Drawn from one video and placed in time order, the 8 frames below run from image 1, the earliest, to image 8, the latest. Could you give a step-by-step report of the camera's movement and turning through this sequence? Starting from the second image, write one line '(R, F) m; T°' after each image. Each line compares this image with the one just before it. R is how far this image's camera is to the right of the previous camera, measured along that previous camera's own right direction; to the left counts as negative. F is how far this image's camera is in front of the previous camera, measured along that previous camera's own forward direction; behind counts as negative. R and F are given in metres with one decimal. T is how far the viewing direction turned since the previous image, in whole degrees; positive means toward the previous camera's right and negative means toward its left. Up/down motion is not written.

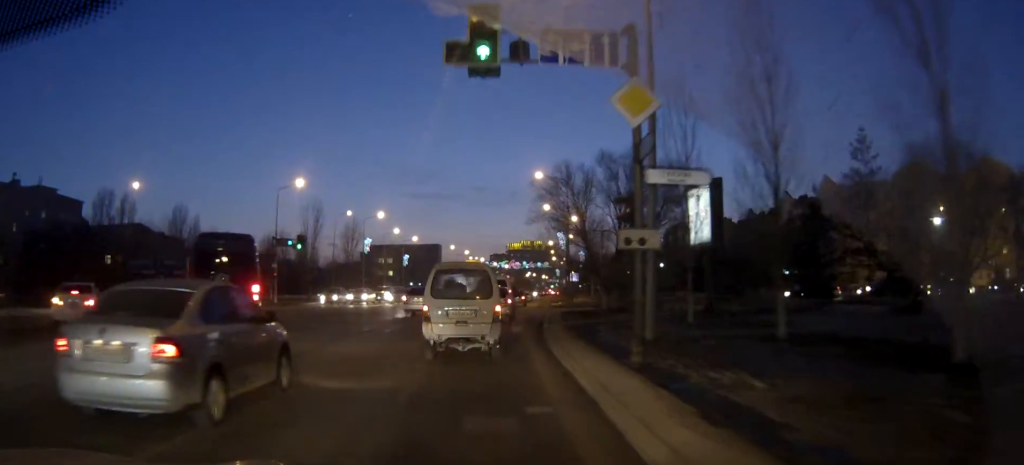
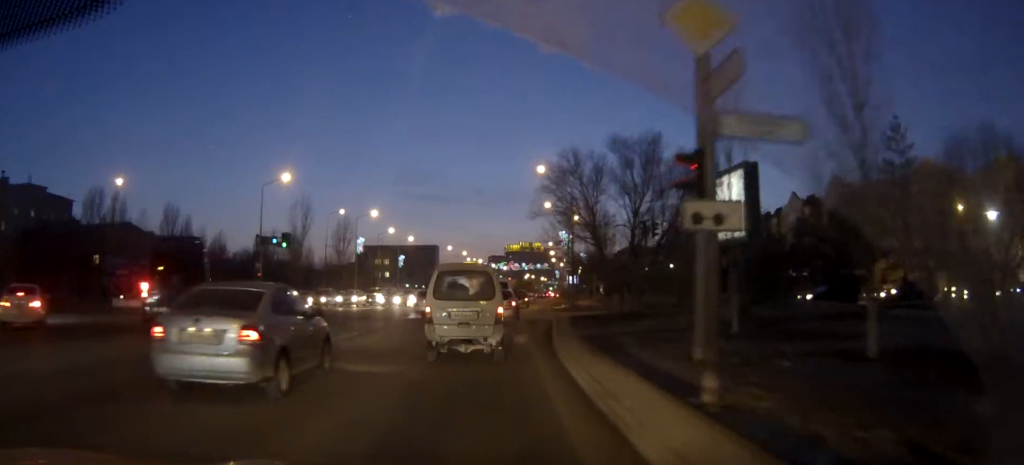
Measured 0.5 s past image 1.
(0.0, +4.7) m; 0°
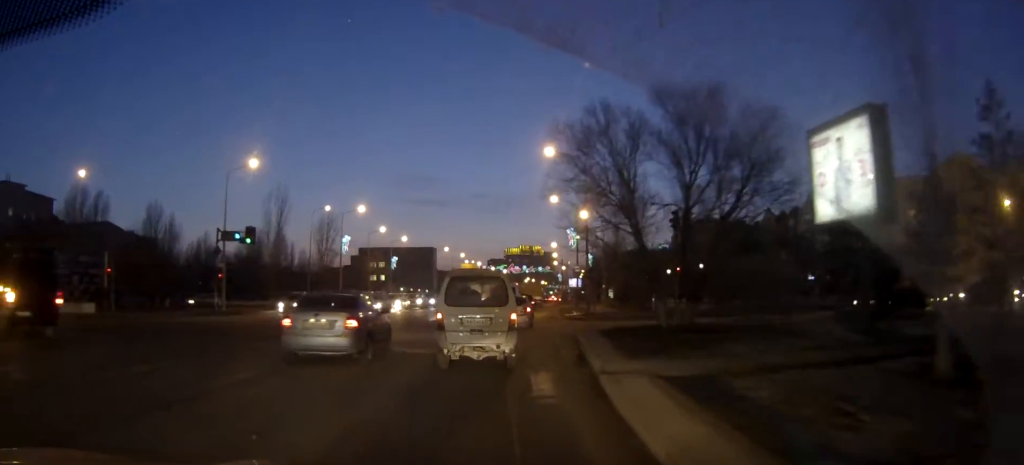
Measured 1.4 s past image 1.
(0.0, +9.7) m; 0°
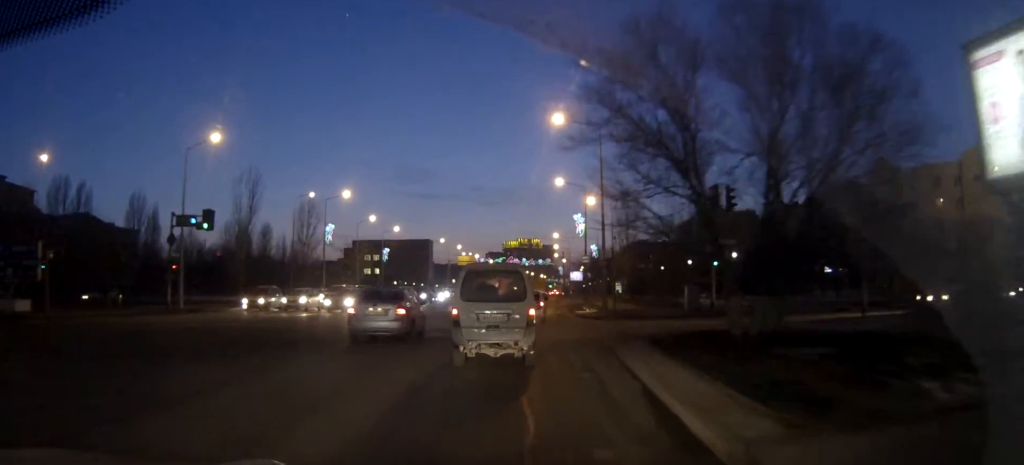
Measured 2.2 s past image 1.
(0.0, +8.2) m; 0°
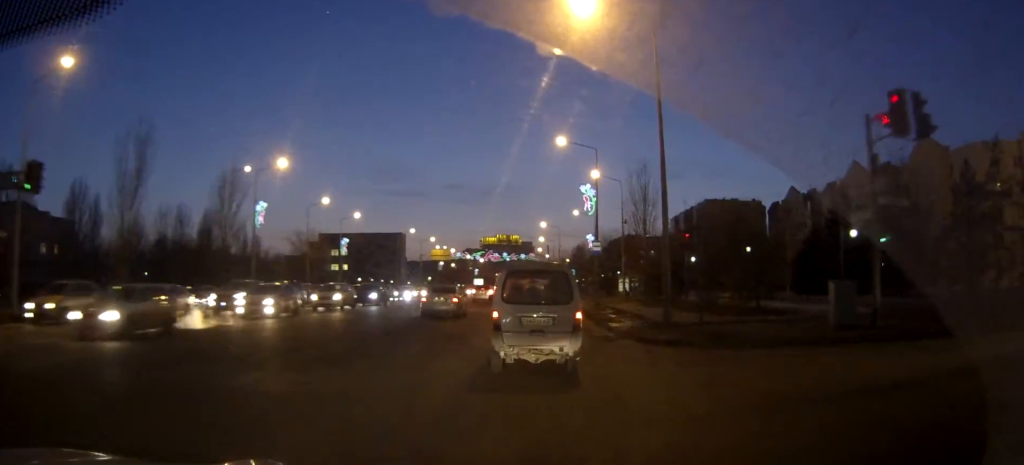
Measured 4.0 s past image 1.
(+0.4, +18.6) m; +3°
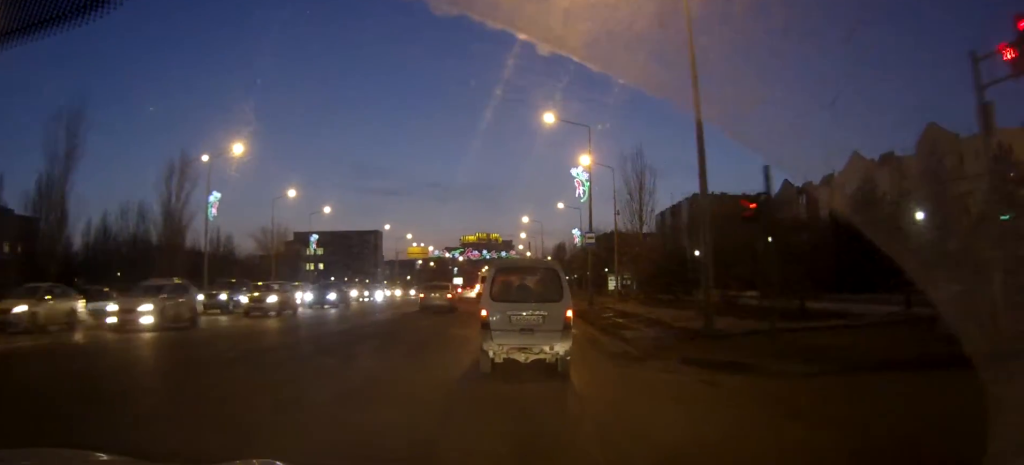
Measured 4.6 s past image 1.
(+0.1, +6.7) m; +1°
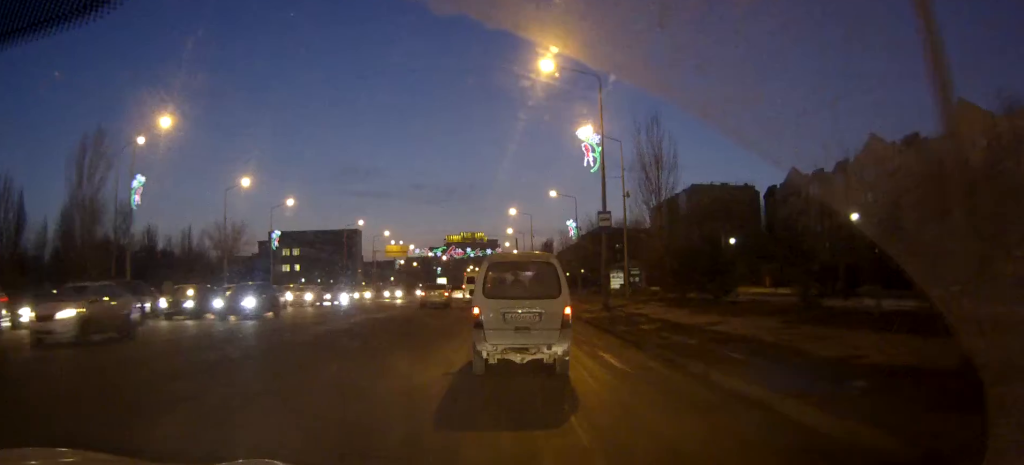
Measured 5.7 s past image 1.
(+0.1, +10.9) m; 0°
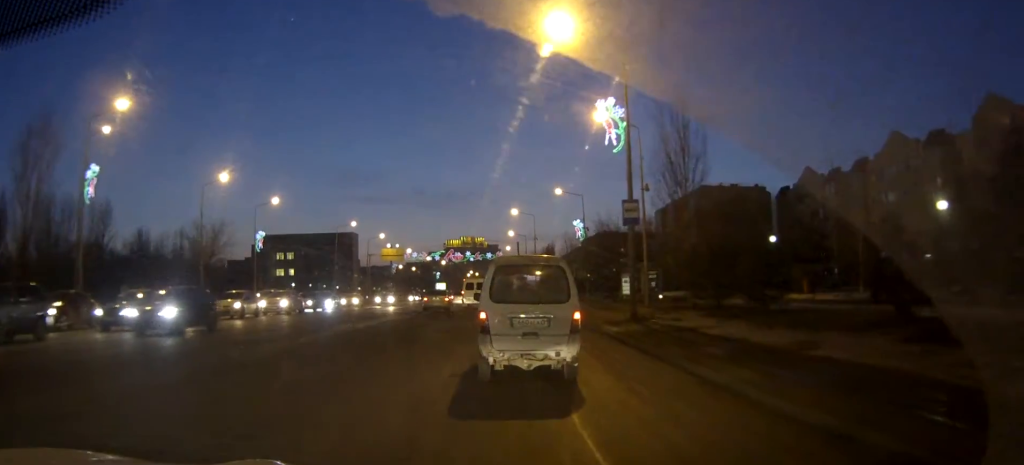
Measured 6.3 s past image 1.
(+0.1, +6.3) m; -1°
